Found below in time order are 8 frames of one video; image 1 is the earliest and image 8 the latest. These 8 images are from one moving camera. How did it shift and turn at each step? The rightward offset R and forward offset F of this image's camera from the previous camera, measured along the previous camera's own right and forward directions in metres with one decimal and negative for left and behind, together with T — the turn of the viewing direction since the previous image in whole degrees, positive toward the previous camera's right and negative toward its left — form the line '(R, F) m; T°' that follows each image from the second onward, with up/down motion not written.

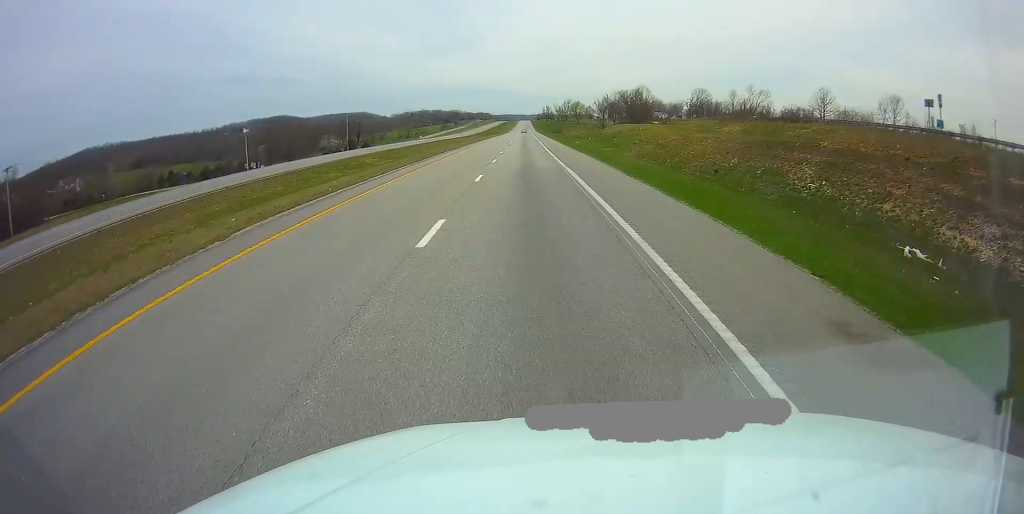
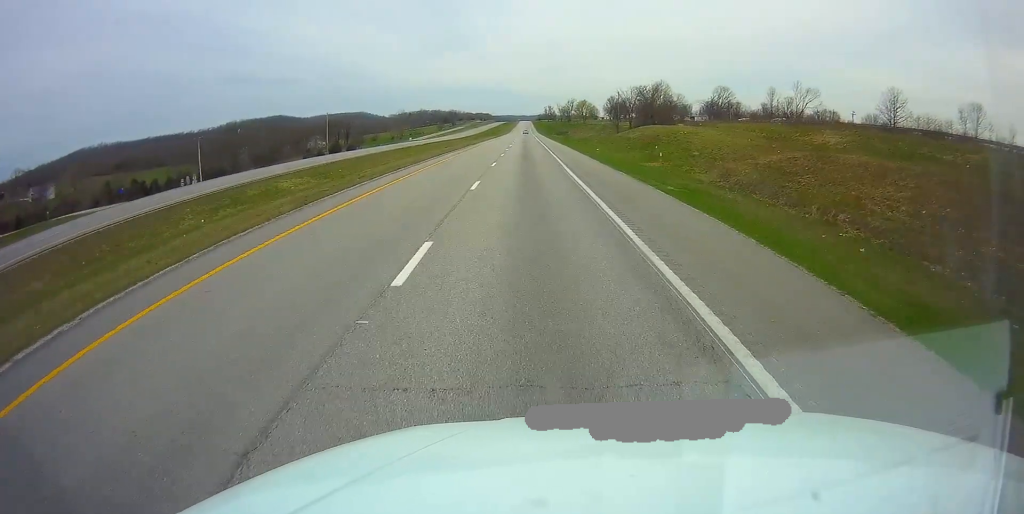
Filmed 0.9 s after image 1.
(-0.2, +26.9) m; 0°
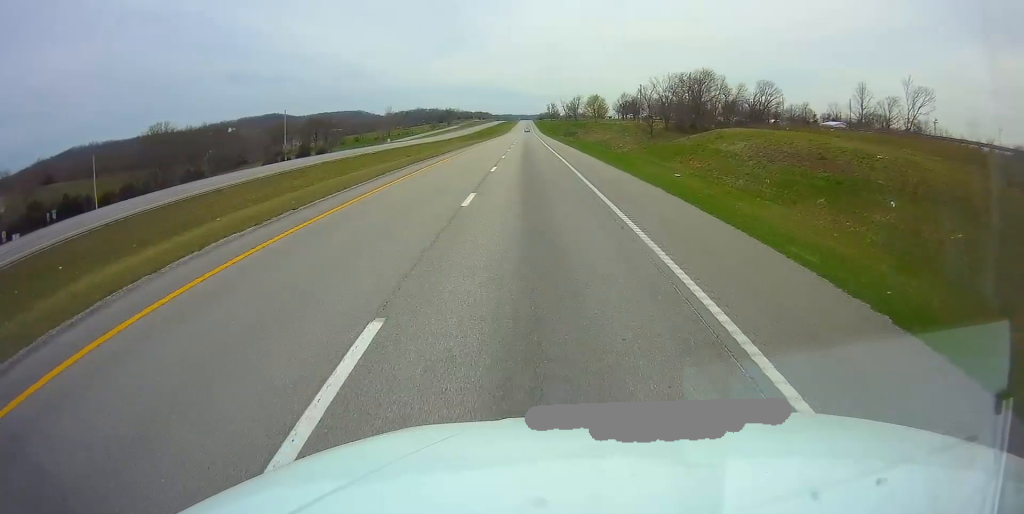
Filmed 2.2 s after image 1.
(+0.2, +41.4) m; 0°
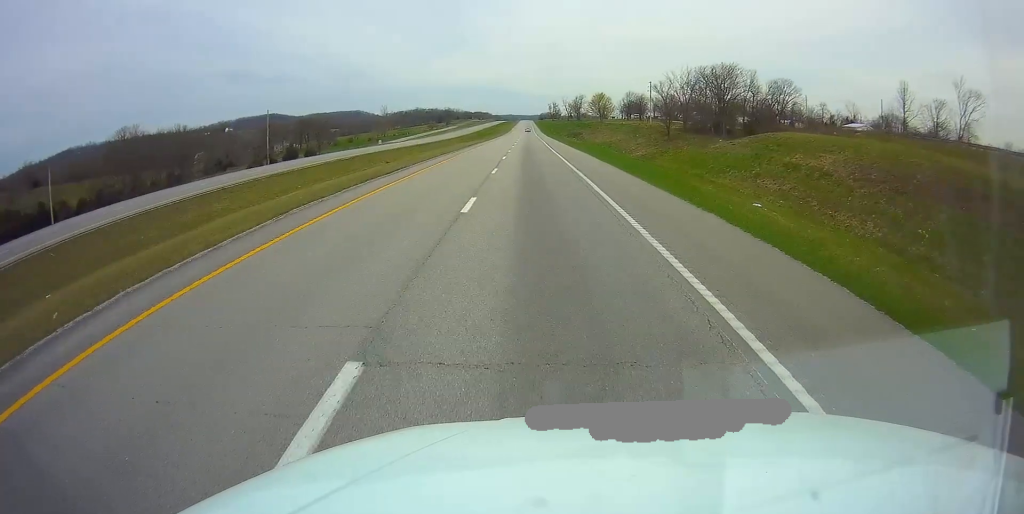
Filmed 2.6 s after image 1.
(-0.1, +13.4) m; 0°
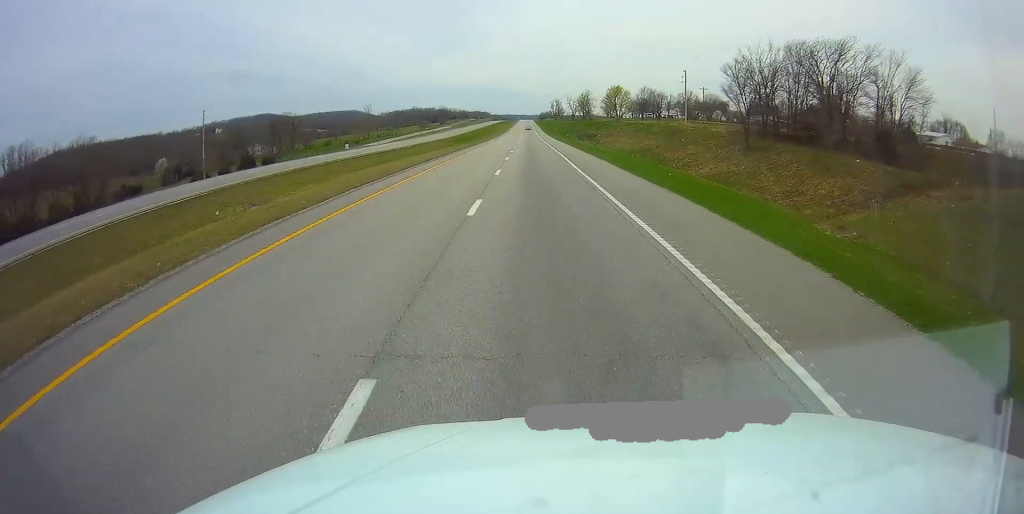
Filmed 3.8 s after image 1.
(-0.1, +37.1) m; 0°
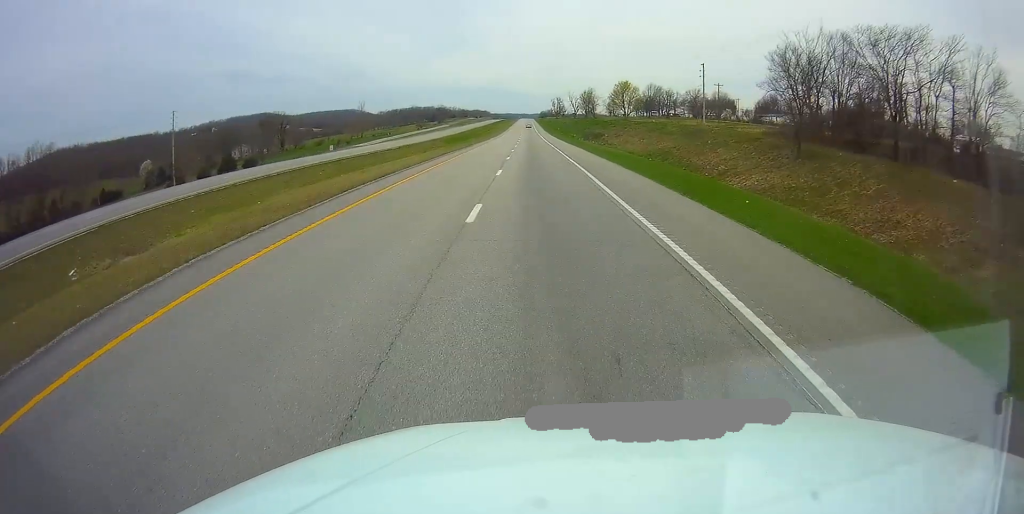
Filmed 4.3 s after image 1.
(0.0, +13.4) m; 0°
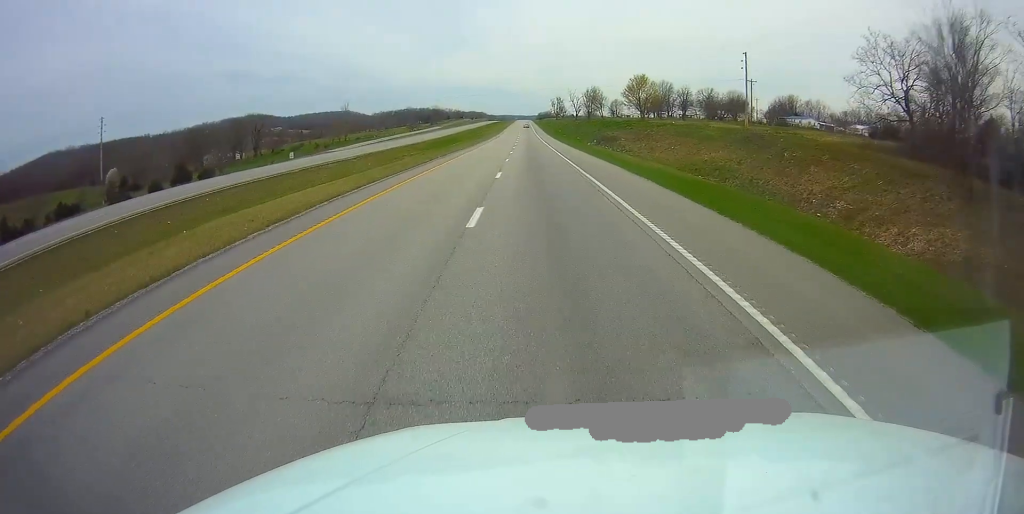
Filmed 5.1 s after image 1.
(+0.1, +24.8) m; 0°
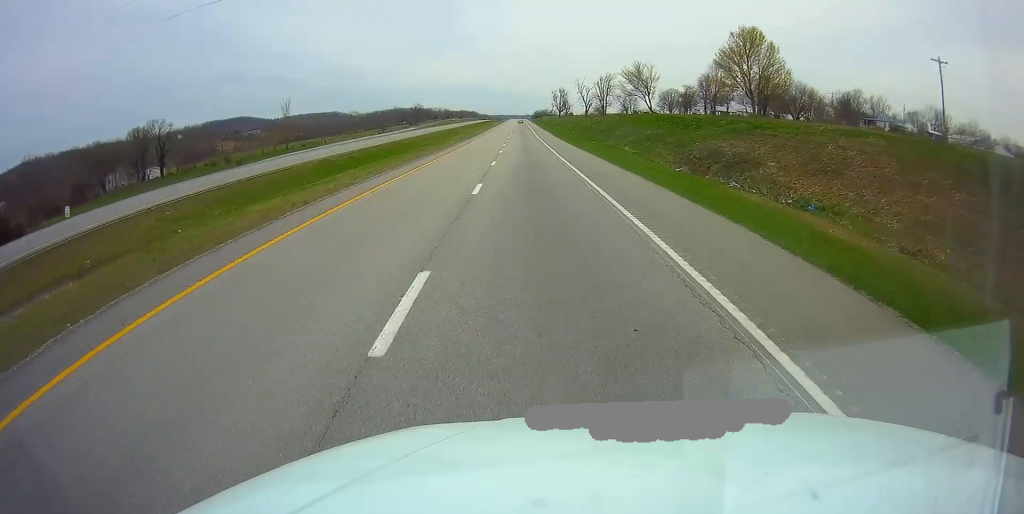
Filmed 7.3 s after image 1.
(+0.2, +67.9) m; +1°
